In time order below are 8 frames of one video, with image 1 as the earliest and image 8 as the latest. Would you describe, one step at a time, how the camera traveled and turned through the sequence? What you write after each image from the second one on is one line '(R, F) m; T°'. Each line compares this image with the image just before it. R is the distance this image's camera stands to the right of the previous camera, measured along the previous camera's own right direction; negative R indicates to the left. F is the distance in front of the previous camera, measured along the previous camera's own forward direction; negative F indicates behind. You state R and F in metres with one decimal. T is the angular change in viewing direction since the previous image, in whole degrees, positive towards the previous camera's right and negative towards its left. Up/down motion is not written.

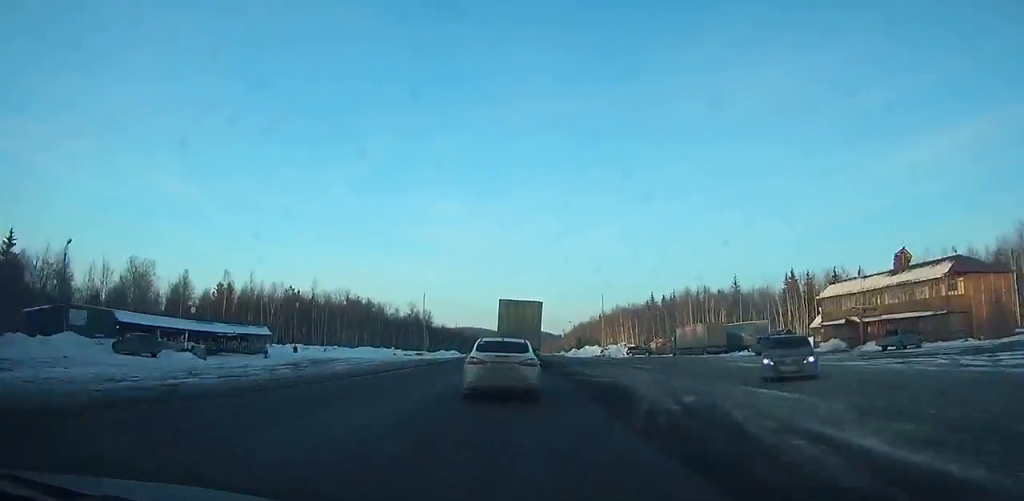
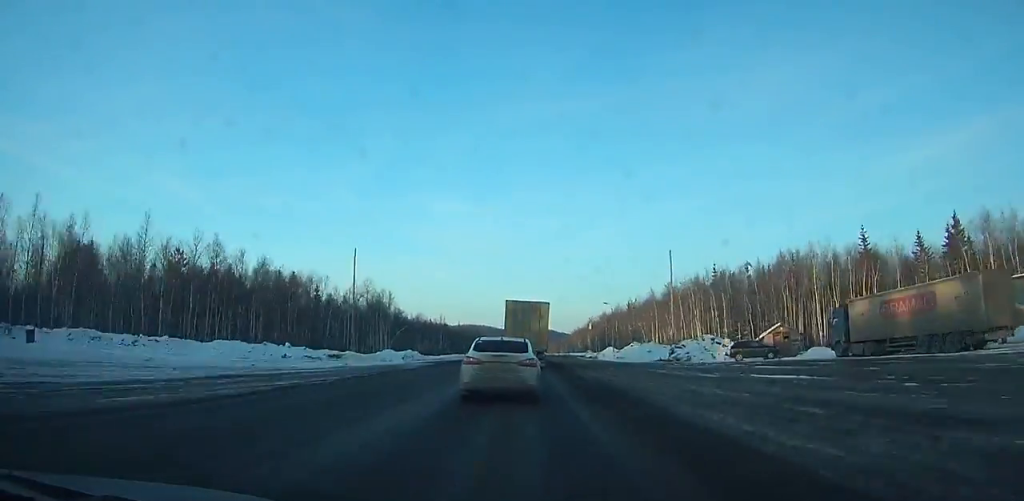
(0.0, +47.2) m; 0°
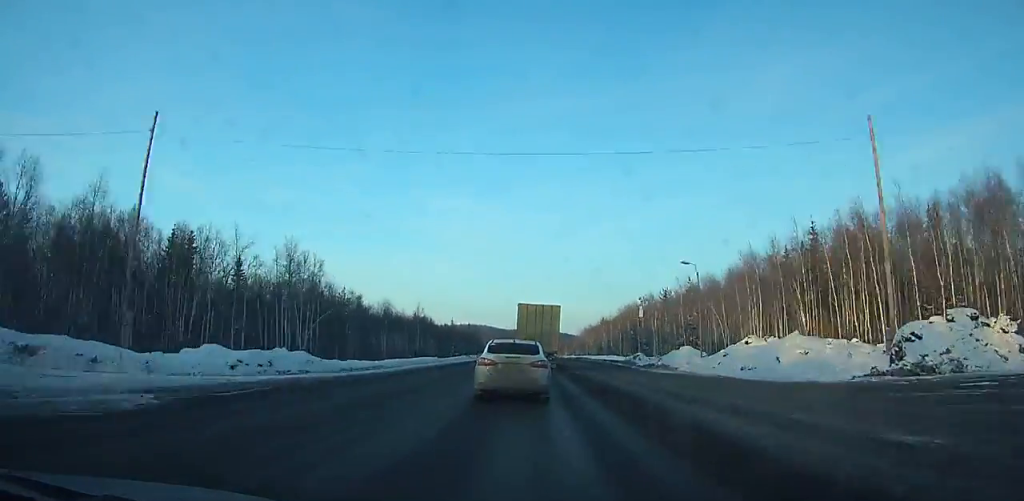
(-0.1, +37.4) m; 0°
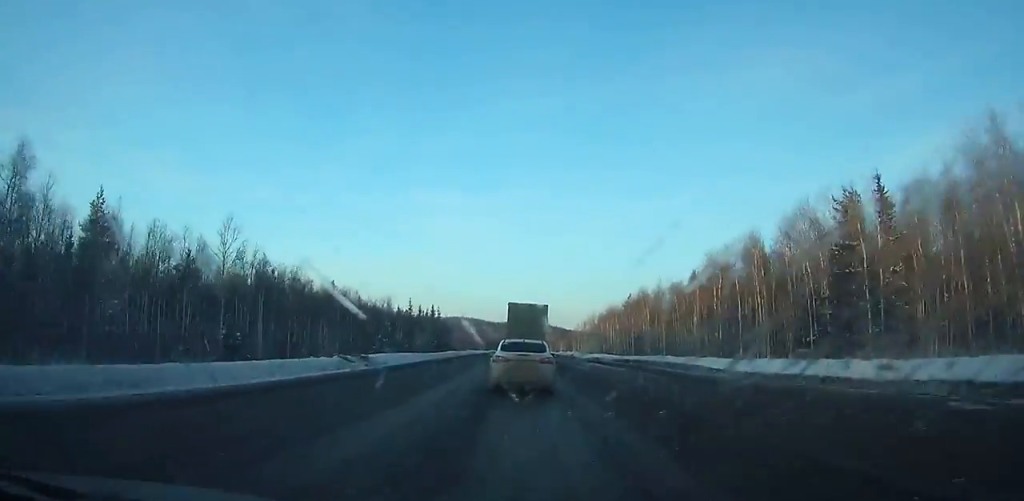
(+0.3, +75.9) m; 0°
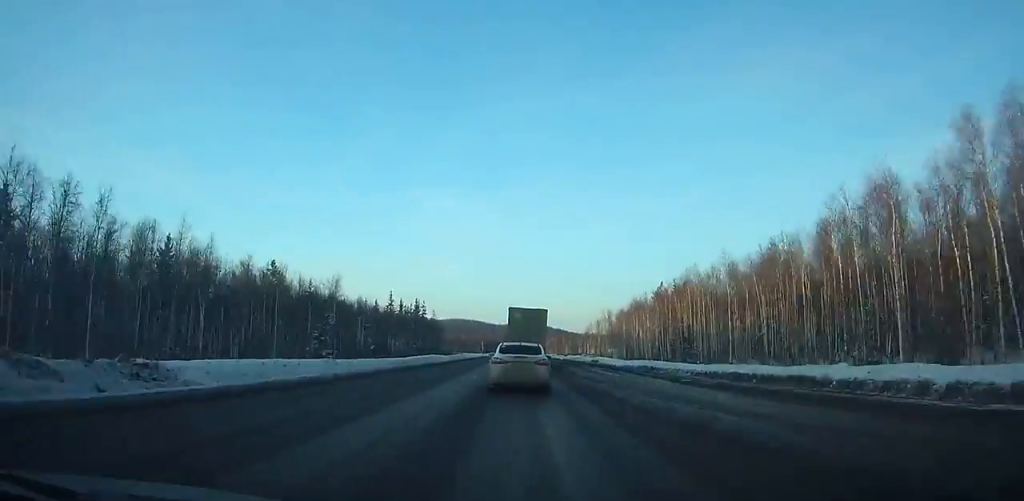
(0.0, +30.2) m; 0°
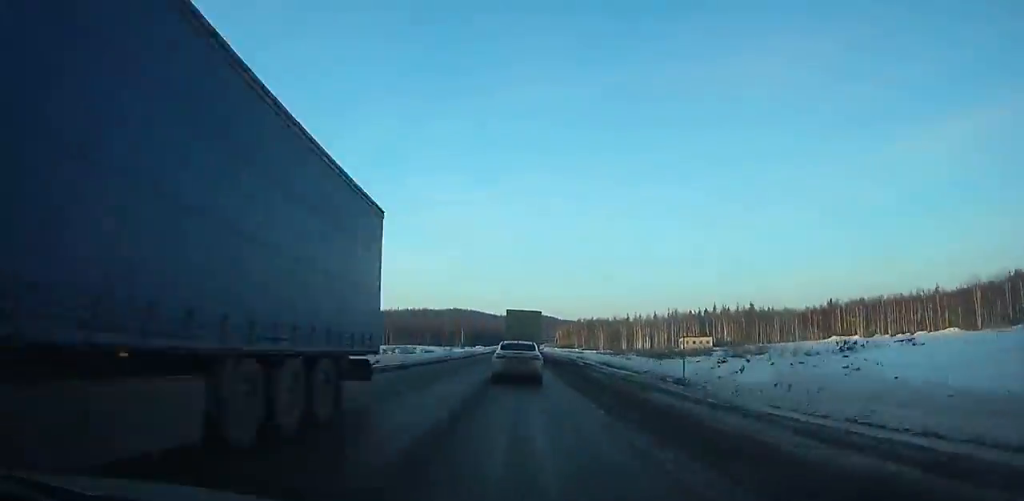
(+0.1, +156.6) m; 0°
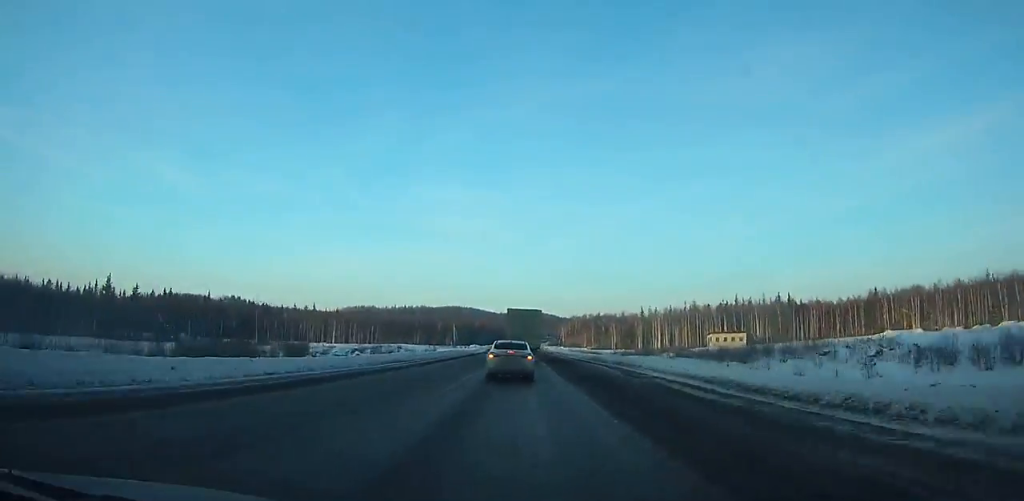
(-0.1, +30.4) m; 0°
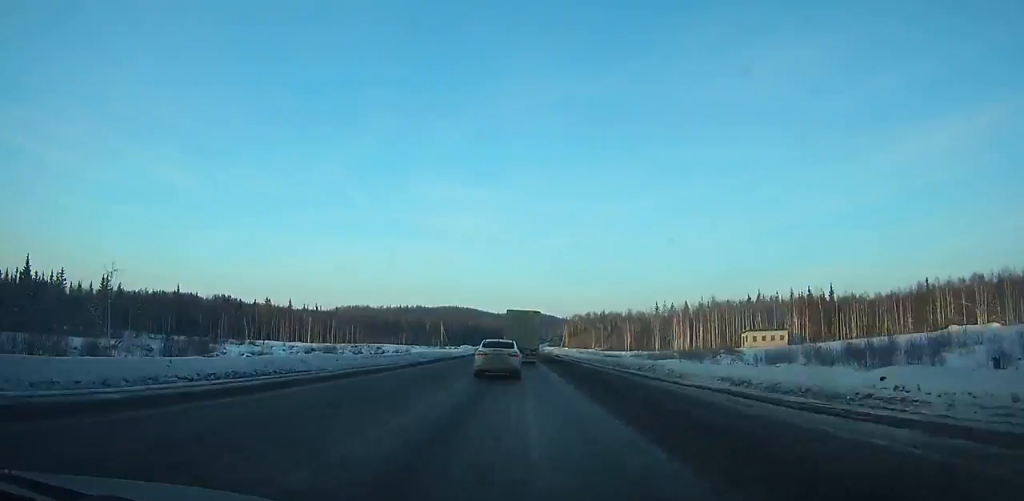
(+0.1, +28.6) m; 0°
